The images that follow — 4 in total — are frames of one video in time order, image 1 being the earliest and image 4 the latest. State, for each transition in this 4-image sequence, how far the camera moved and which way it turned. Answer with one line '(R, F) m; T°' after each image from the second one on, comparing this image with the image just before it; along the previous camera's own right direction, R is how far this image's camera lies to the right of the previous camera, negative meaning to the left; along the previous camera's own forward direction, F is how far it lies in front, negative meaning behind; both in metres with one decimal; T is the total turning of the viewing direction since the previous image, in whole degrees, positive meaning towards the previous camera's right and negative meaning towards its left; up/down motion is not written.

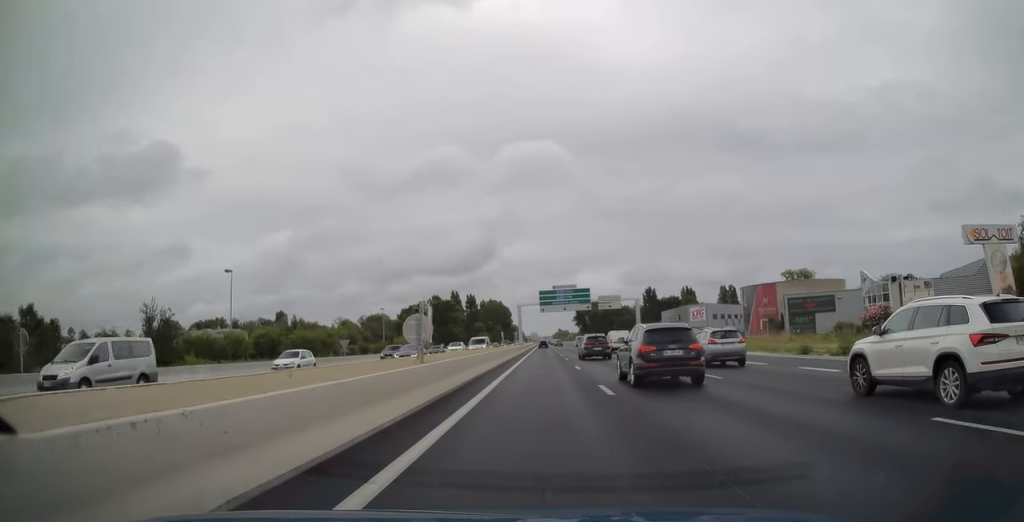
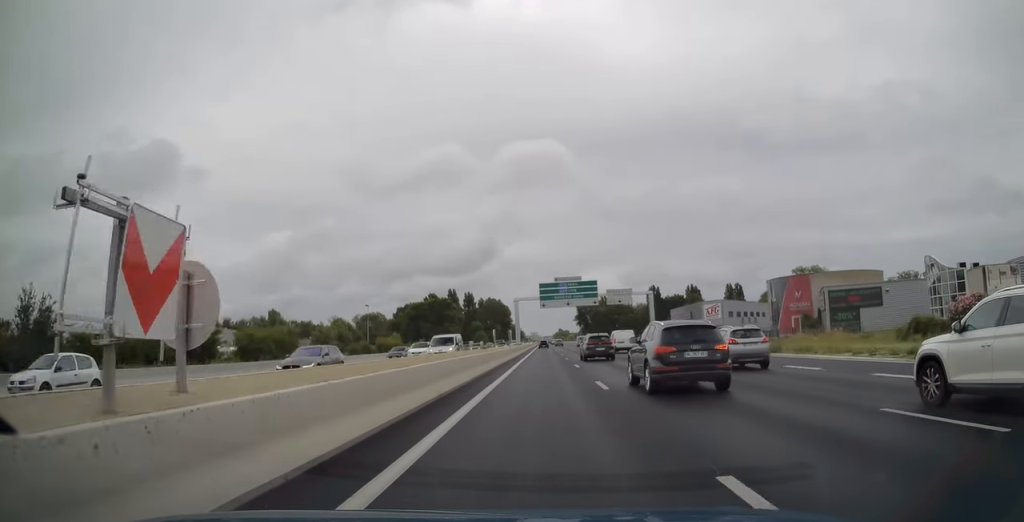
(0.0, +11.6) m; 0°
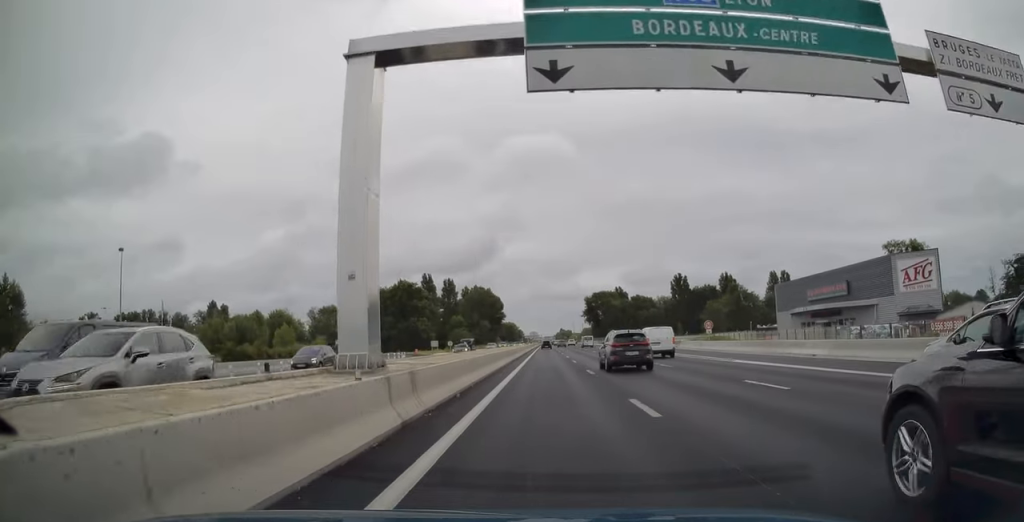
(+1.0, +71.1) m; +1°
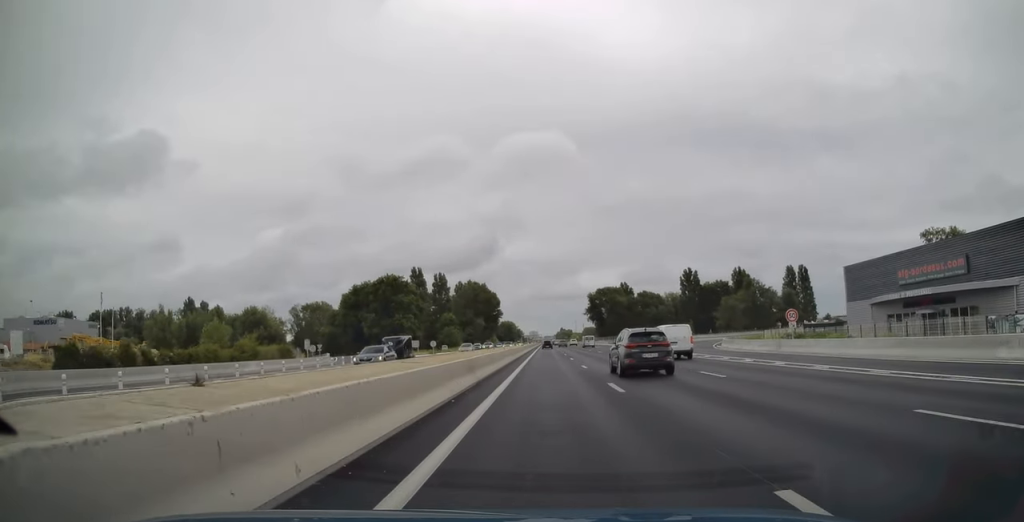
(+0.1, +21.2) m; -1°
